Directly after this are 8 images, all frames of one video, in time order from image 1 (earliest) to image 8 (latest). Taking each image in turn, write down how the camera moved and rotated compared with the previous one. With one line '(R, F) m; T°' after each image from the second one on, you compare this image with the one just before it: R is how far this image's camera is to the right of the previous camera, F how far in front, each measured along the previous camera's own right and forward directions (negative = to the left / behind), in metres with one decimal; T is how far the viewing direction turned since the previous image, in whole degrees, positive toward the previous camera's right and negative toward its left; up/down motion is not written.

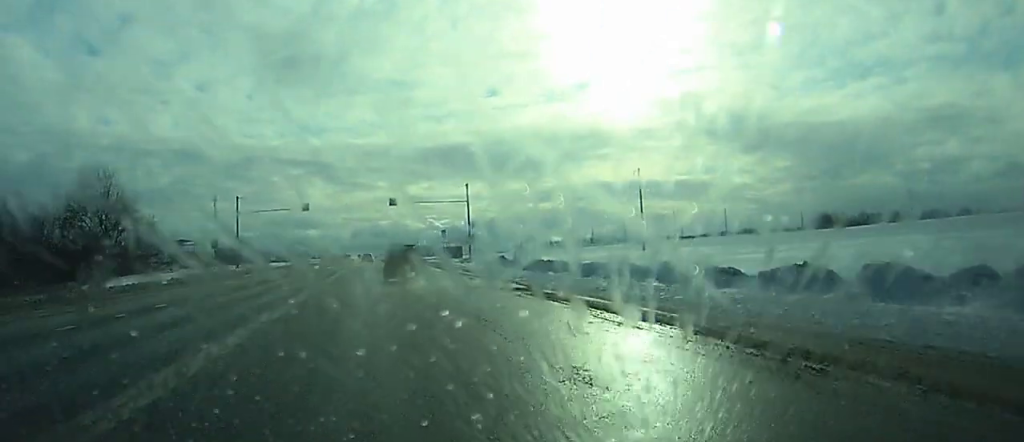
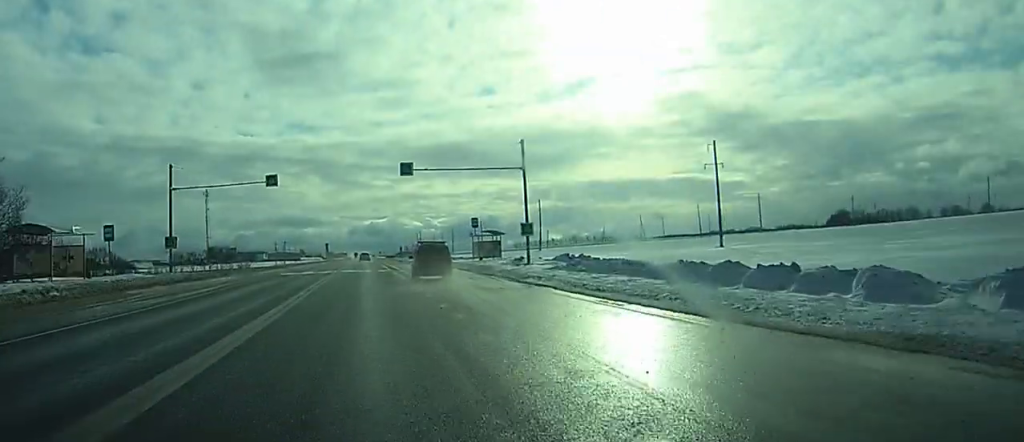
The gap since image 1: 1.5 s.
(-0.1, +34.5) m; -1°
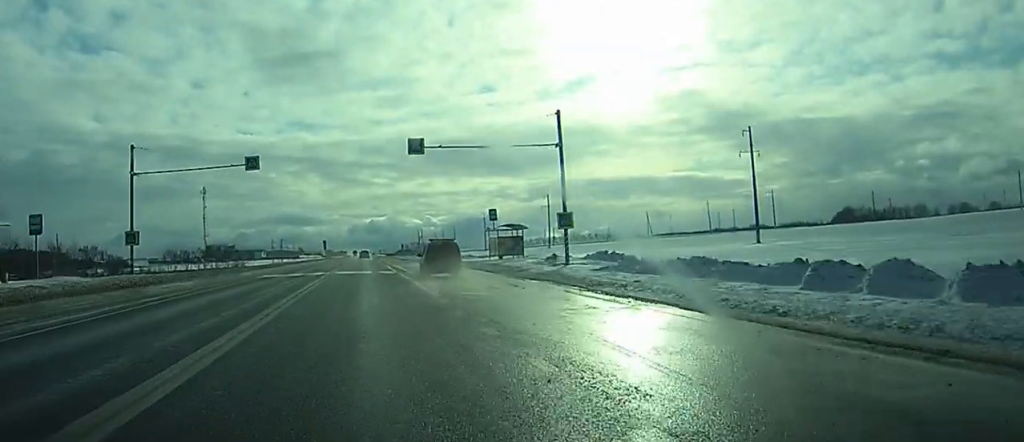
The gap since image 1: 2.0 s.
(-0.1, +11.4) m; 0°
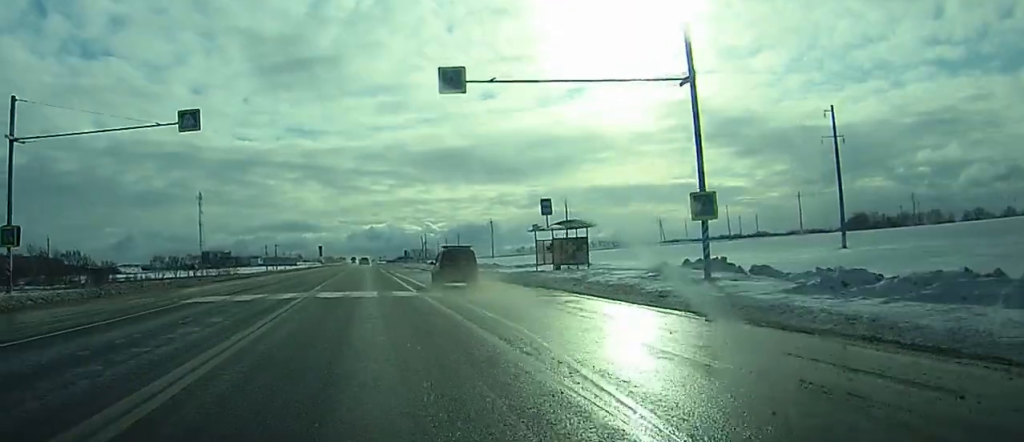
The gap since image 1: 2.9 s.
(+0.1, +19.9) m; 0°
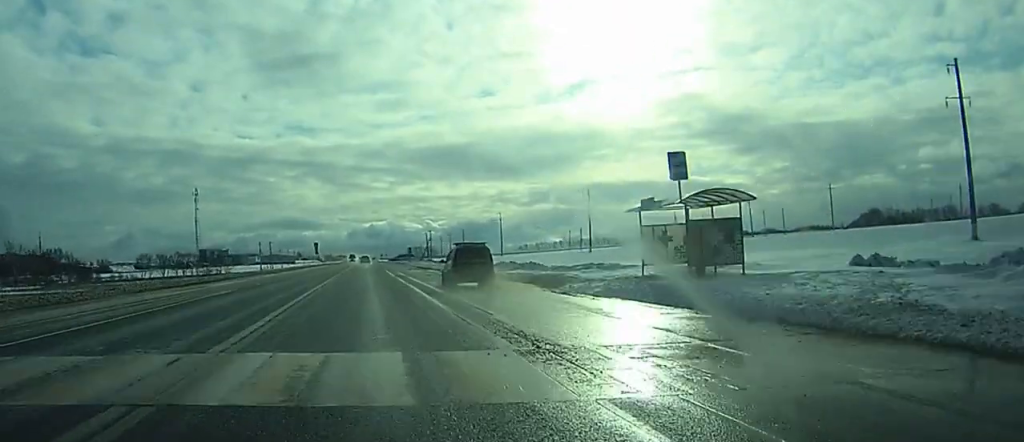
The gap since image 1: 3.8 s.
(+0.1, +20.2) m; 0°
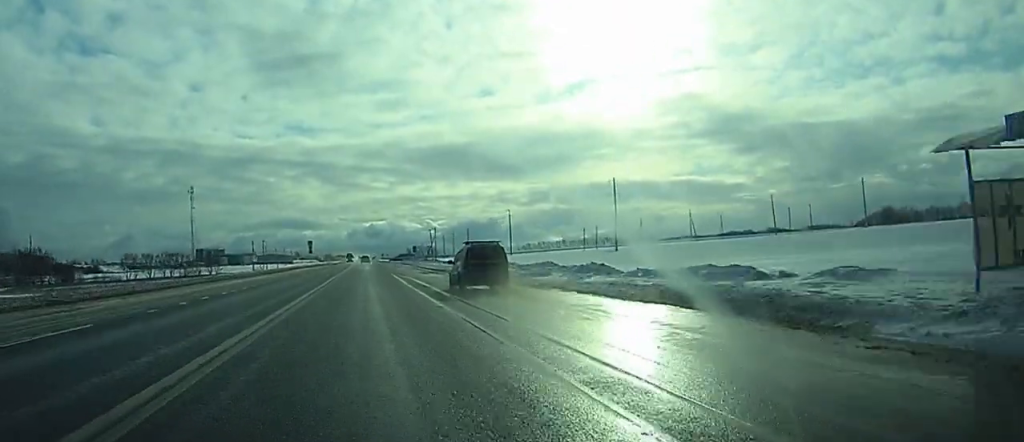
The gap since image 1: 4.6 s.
(0.0, +19.0) m; 0°
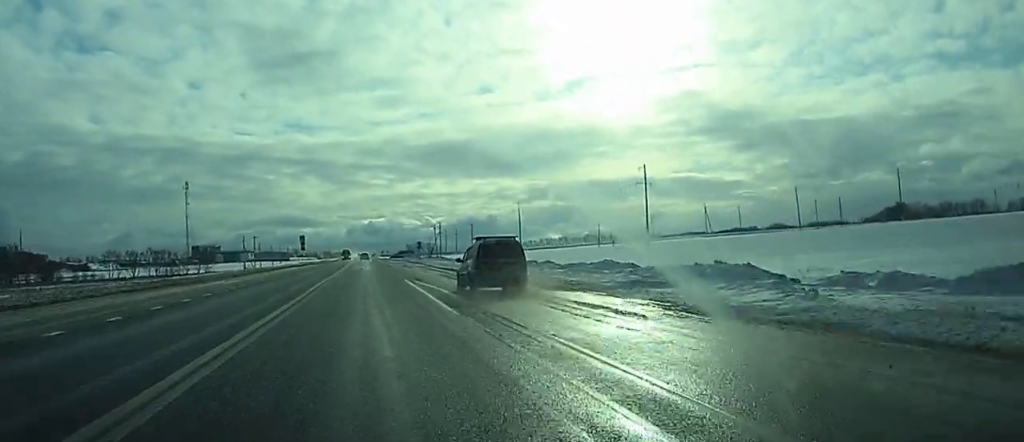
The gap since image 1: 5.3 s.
(0.0, +18.6) m; 0°
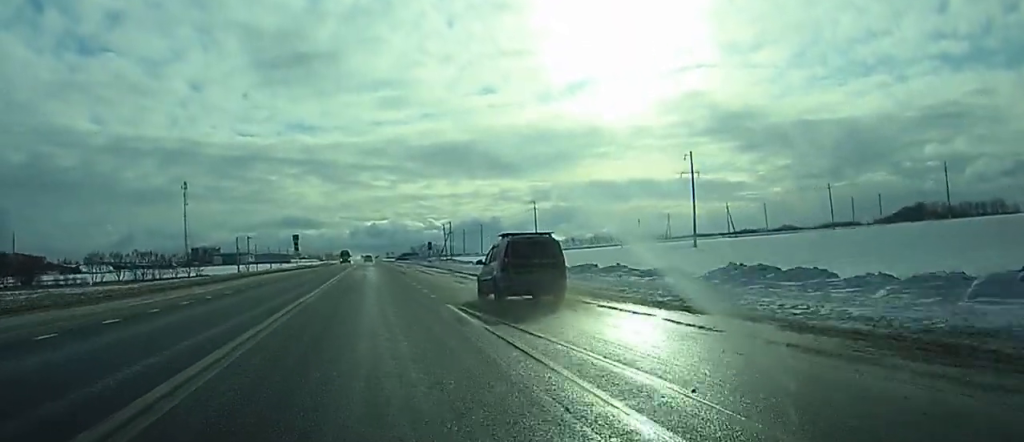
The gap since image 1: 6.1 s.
(0.0, +20.0) m; 0°
